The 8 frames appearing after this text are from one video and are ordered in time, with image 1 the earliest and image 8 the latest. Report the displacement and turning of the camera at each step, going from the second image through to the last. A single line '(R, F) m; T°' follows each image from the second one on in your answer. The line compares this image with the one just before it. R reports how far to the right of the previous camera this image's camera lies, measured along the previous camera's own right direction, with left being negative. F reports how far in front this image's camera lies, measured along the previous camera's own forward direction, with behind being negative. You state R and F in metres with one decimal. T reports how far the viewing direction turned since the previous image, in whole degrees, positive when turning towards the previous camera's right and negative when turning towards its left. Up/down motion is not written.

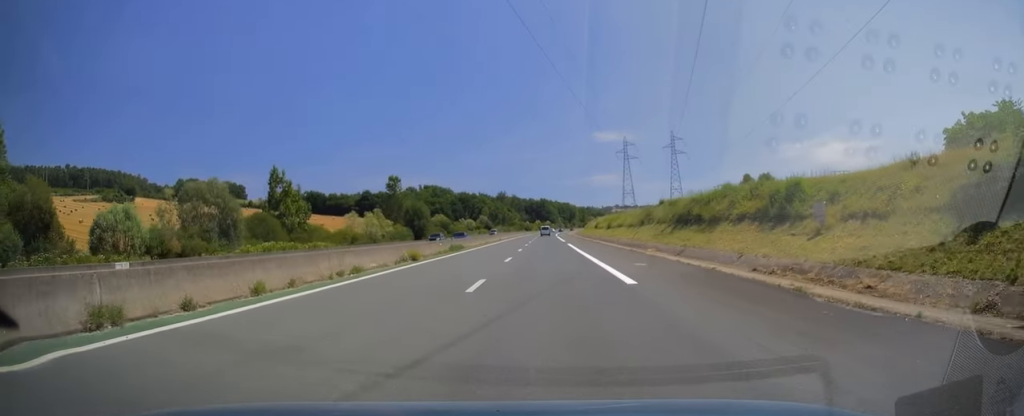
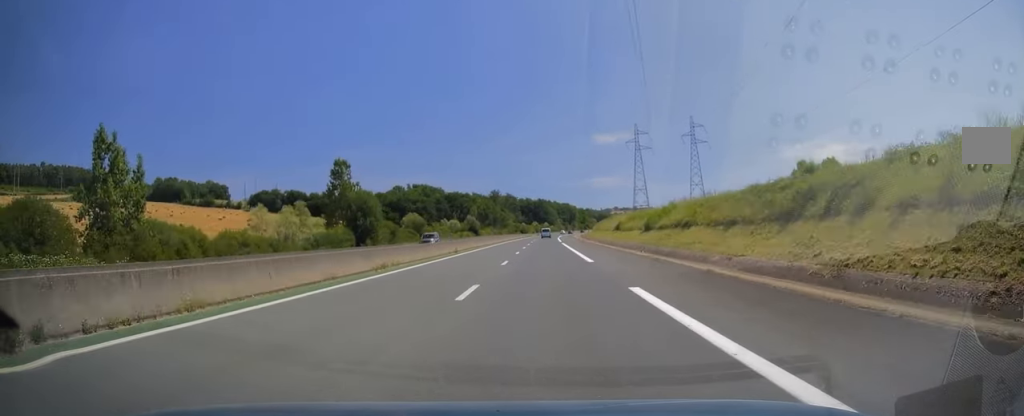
(-0.2, +39.4) m; 0°
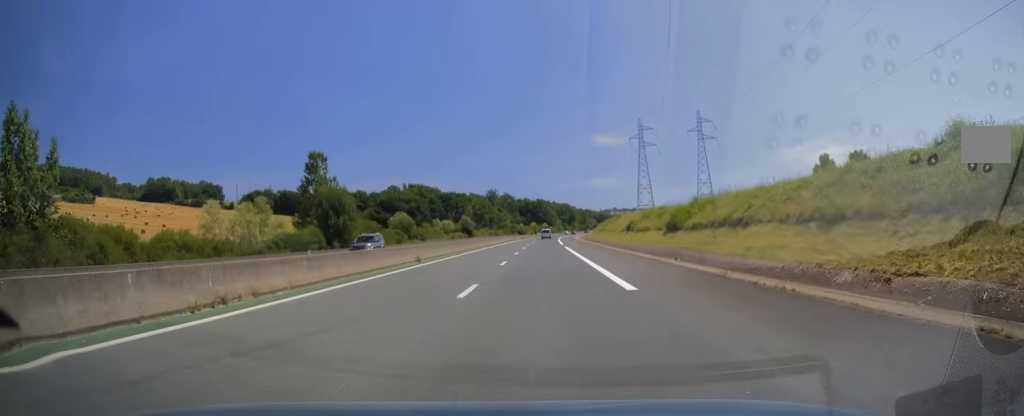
(+0.1, +12.2) m; 0°
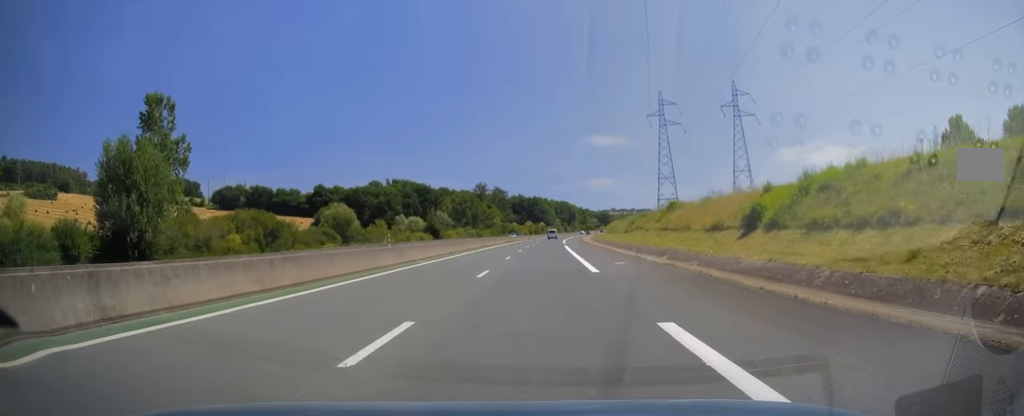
(-0.1, +44.9) m; +1°
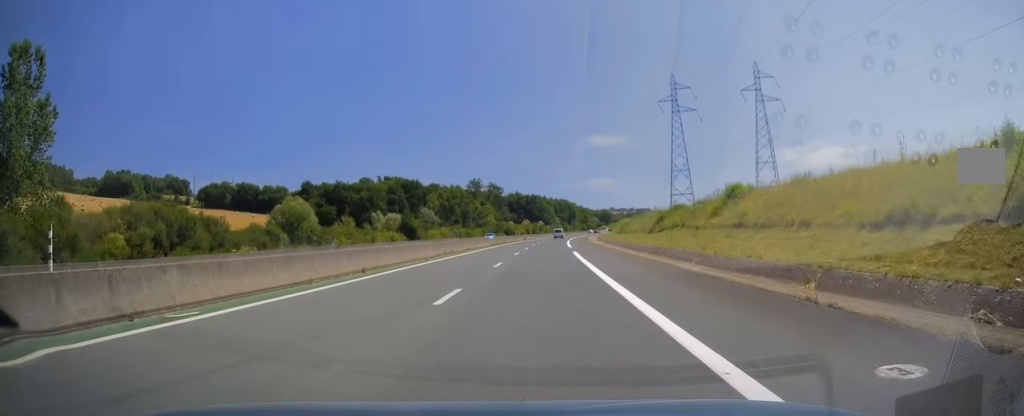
(+0.1, +20.0) m; 0°
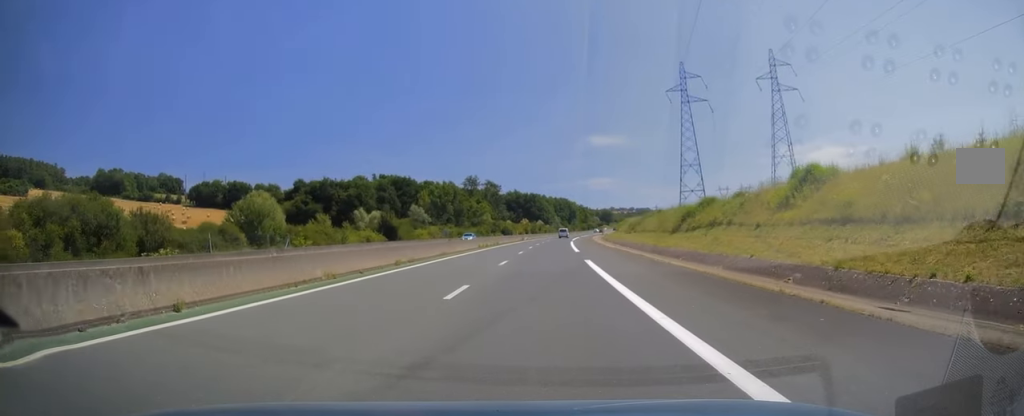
(0.0, +11.7) m; 0°
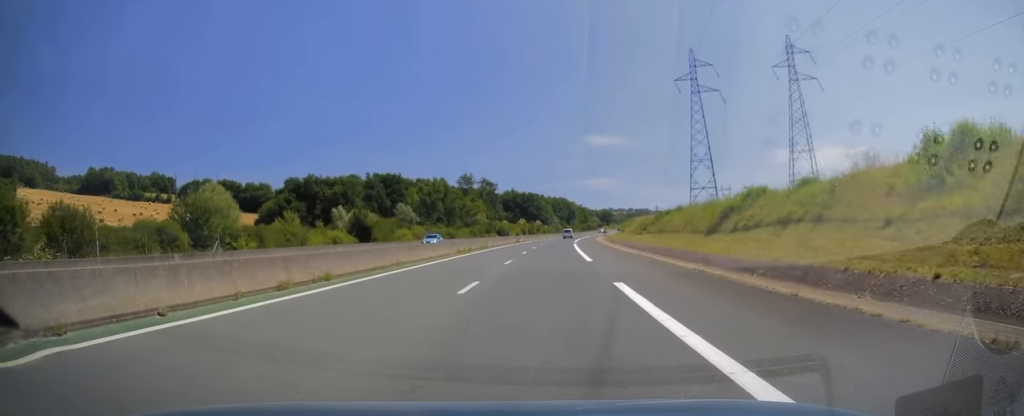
(0.0, +11.7) m; 0°
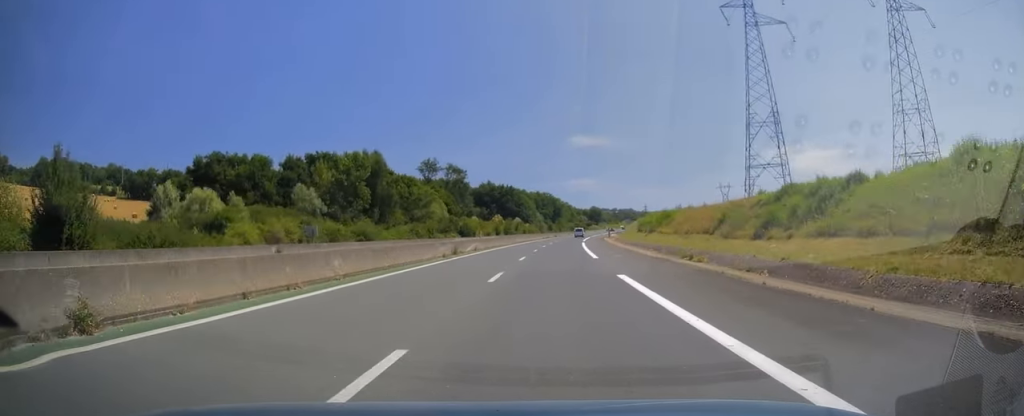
(+0.6, +47.8) m; +1°
